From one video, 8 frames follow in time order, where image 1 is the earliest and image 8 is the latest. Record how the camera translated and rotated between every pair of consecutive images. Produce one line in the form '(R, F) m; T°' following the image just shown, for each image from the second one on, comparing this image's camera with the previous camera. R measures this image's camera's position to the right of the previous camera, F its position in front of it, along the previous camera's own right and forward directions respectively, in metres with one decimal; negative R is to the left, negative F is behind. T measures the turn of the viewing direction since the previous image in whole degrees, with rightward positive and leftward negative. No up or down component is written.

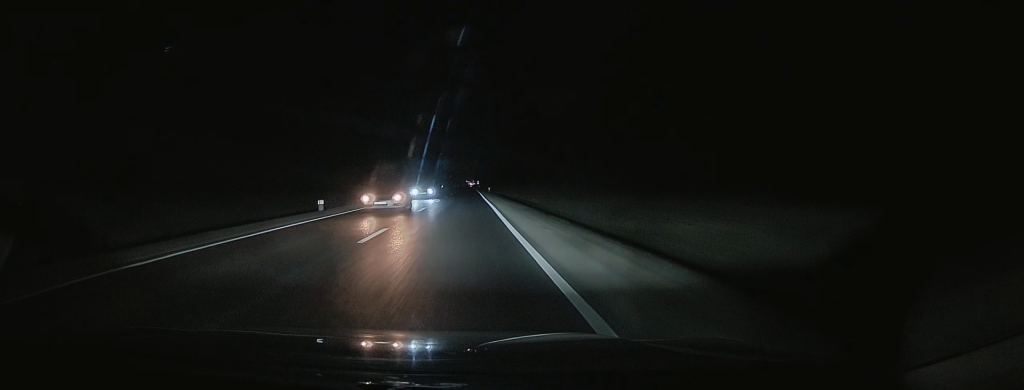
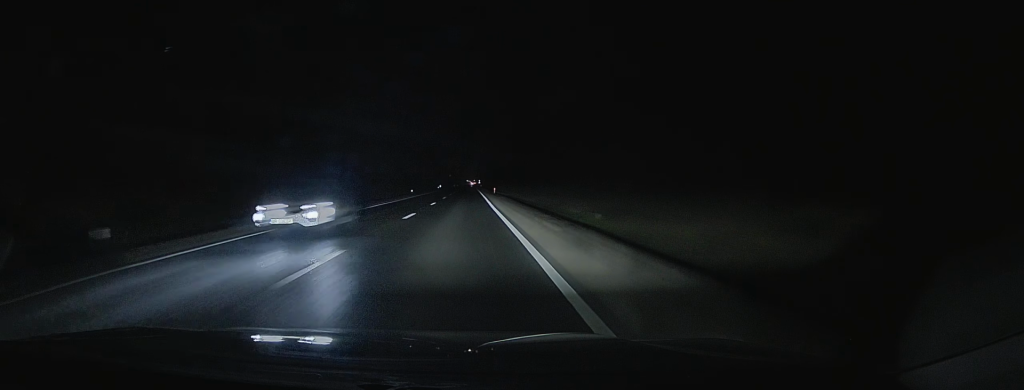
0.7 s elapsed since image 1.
(+0.1, +16.7) m; 0°
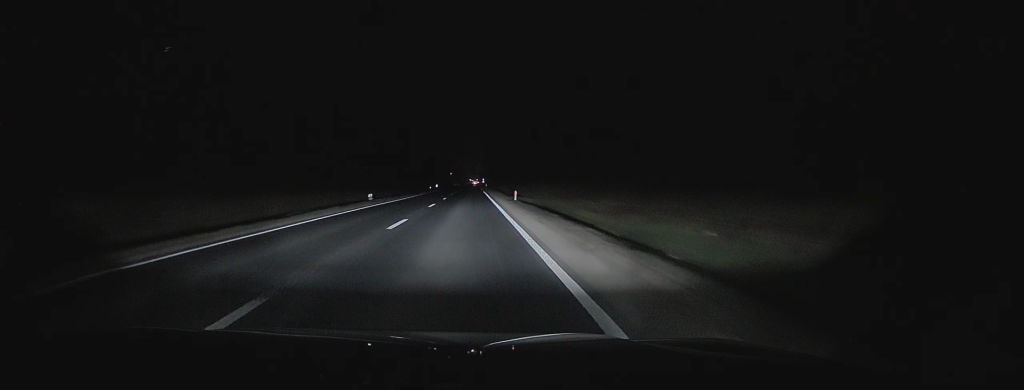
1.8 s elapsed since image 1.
(+0.1, +27.4) m; -1°
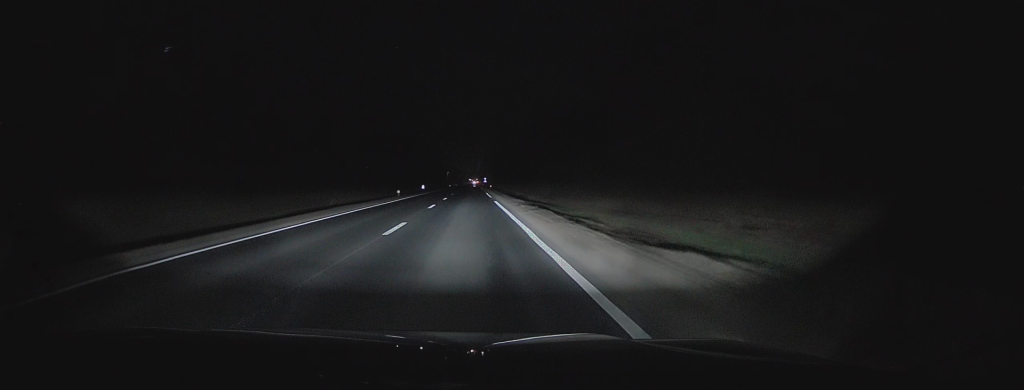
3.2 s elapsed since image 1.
(-0.3, +36.7) m; 0°
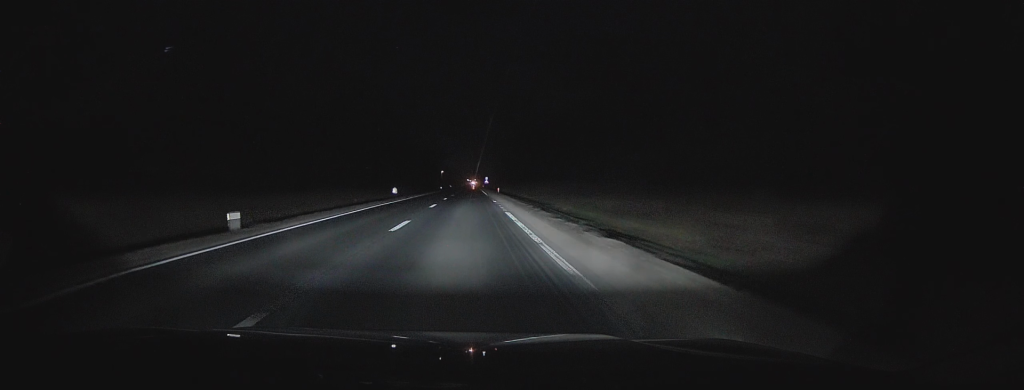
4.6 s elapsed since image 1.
(-0.1, +34.4) m; 0°
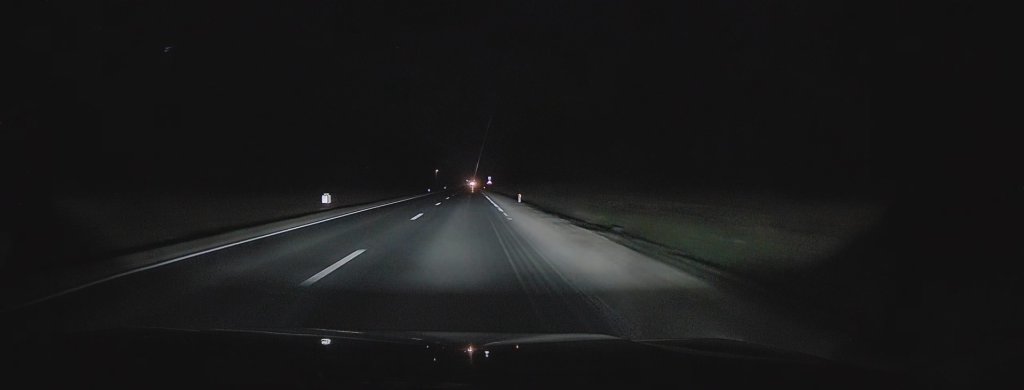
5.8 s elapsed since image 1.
(+0.1, +30.4) m; 0°
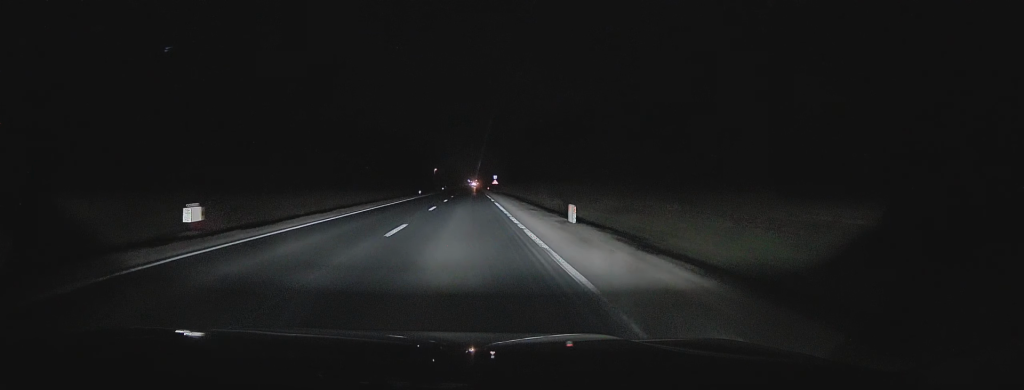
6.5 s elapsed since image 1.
(+0.1, +17.8) m; 0°
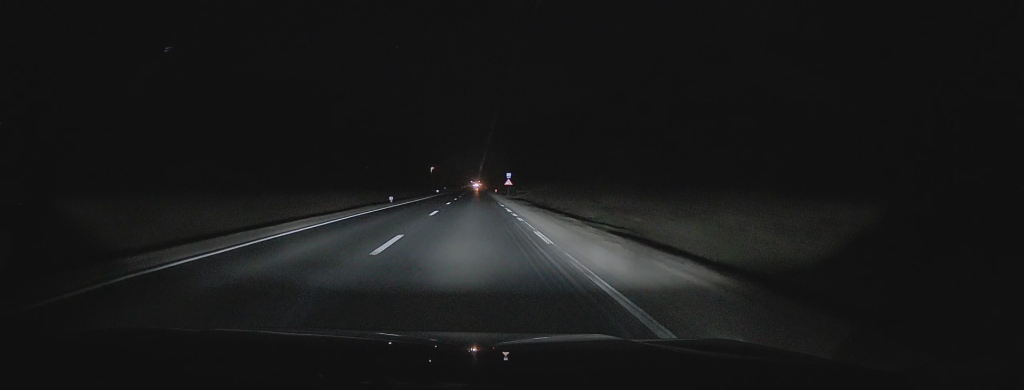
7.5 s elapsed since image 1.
(-0.3, +26.4) m; 0°
